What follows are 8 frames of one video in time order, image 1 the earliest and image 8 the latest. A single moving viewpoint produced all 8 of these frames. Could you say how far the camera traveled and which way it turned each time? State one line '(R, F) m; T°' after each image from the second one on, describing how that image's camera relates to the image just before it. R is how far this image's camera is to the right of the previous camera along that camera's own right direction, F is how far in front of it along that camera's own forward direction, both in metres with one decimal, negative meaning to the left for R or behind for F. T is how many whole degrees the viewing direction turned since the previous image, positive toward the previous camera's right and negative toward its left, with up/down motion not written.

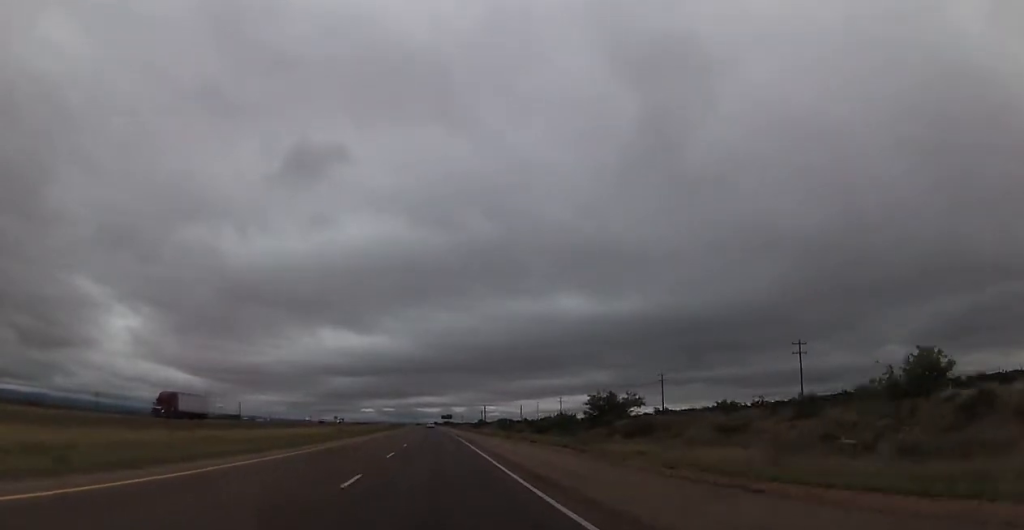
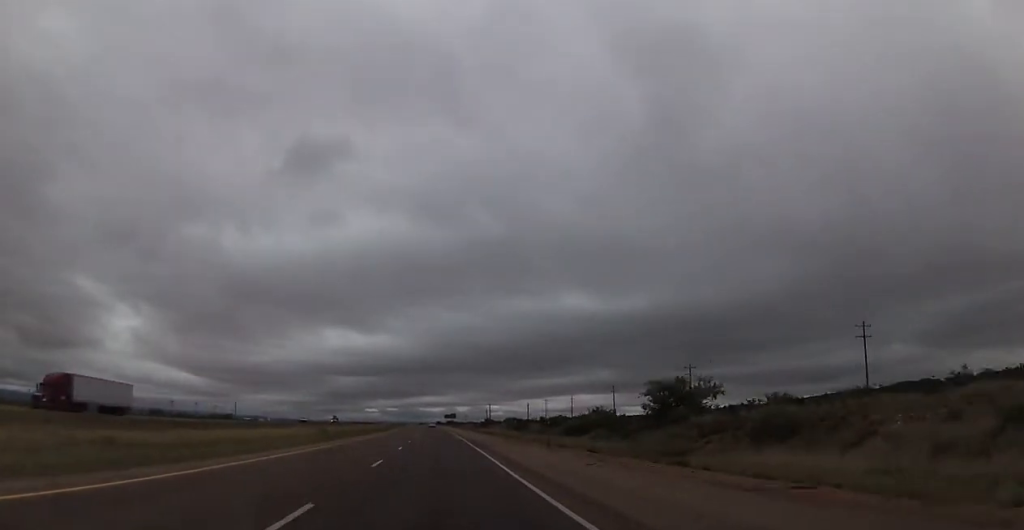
(0.0, +18.3) m; 0°
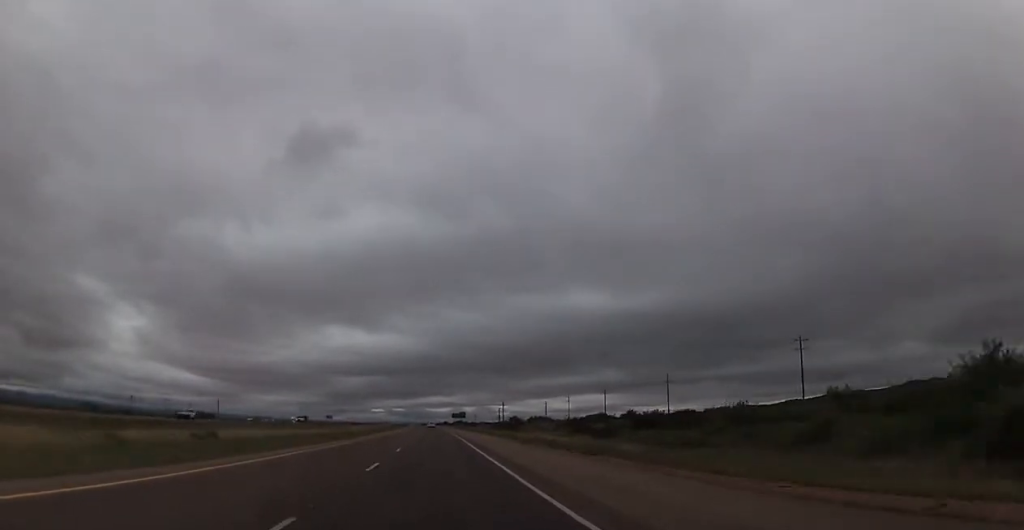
(-0.6, +50.0) m; -1°
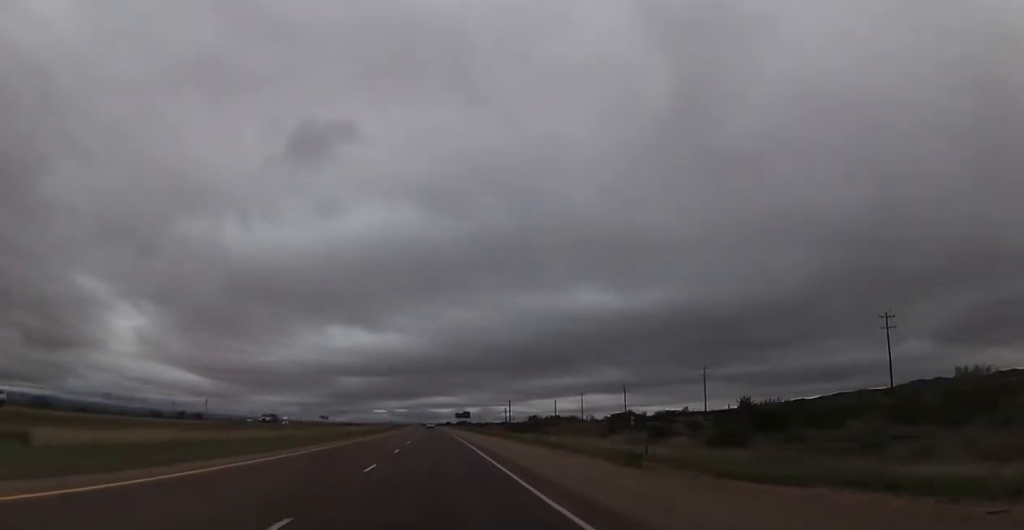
(0.0, +24.4) m; 0°
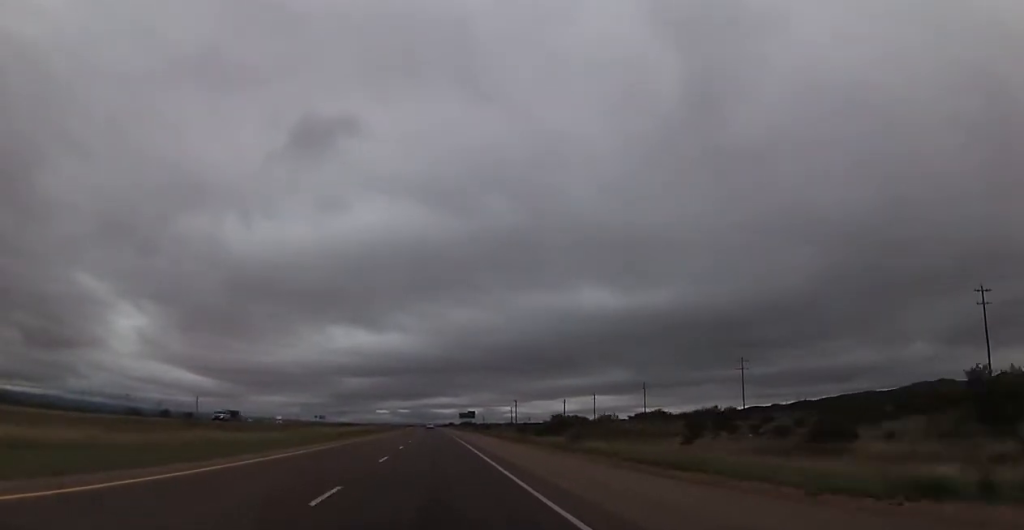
(0.0, +19.5) m; 0°
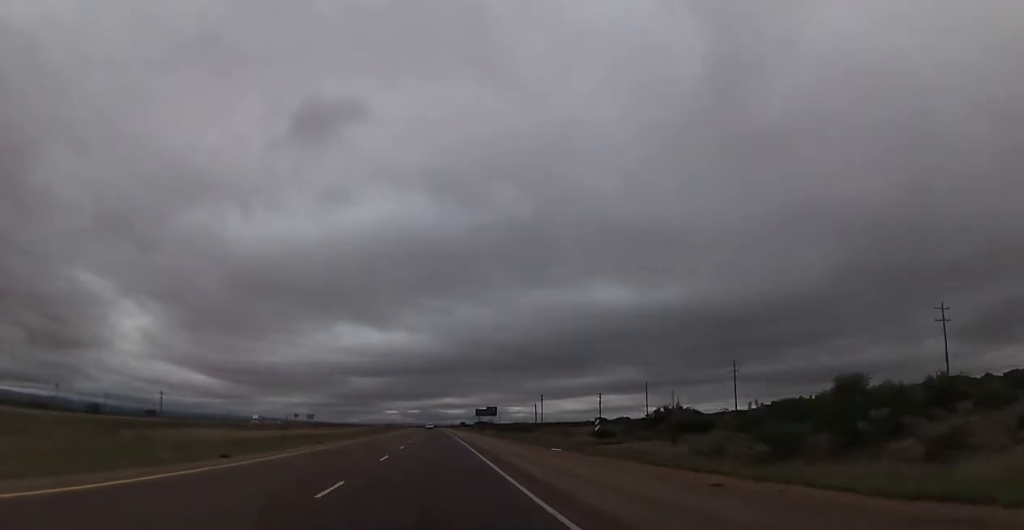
(-0.5, +59.9) m; -1°
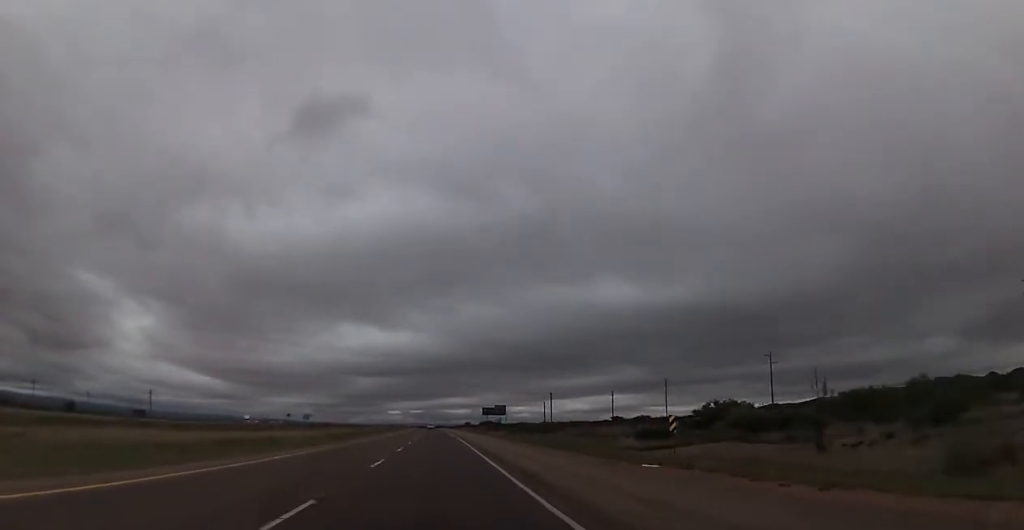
(-0.1, +15.9) m; 0°
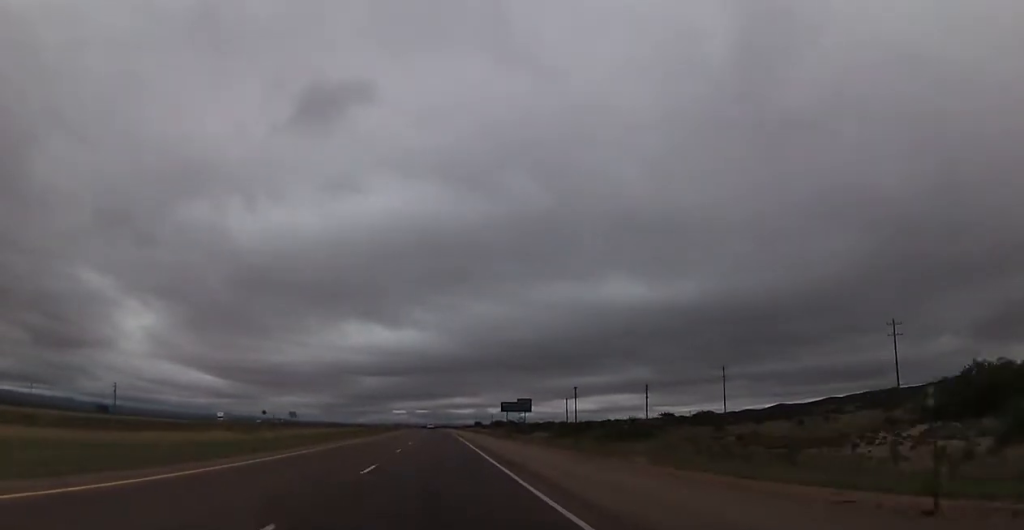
(-0.1, +39.2) m; 0°
